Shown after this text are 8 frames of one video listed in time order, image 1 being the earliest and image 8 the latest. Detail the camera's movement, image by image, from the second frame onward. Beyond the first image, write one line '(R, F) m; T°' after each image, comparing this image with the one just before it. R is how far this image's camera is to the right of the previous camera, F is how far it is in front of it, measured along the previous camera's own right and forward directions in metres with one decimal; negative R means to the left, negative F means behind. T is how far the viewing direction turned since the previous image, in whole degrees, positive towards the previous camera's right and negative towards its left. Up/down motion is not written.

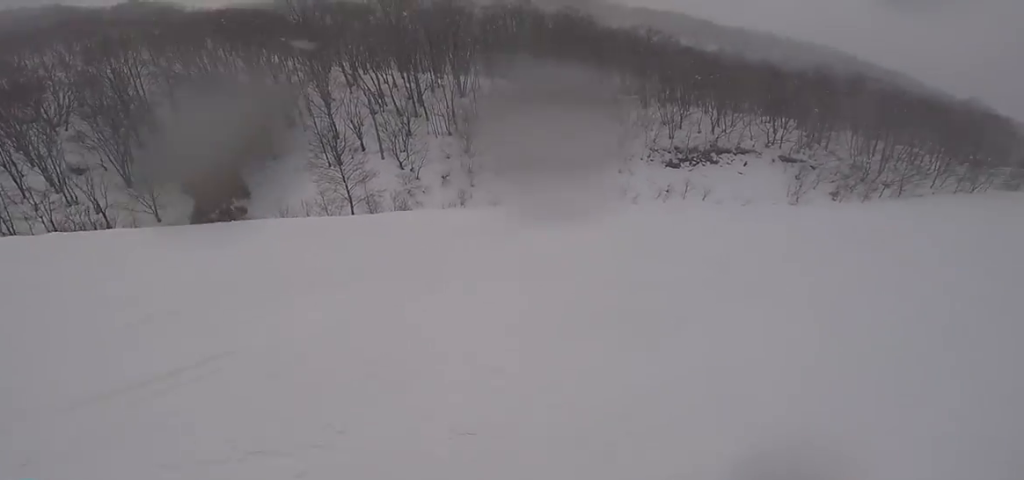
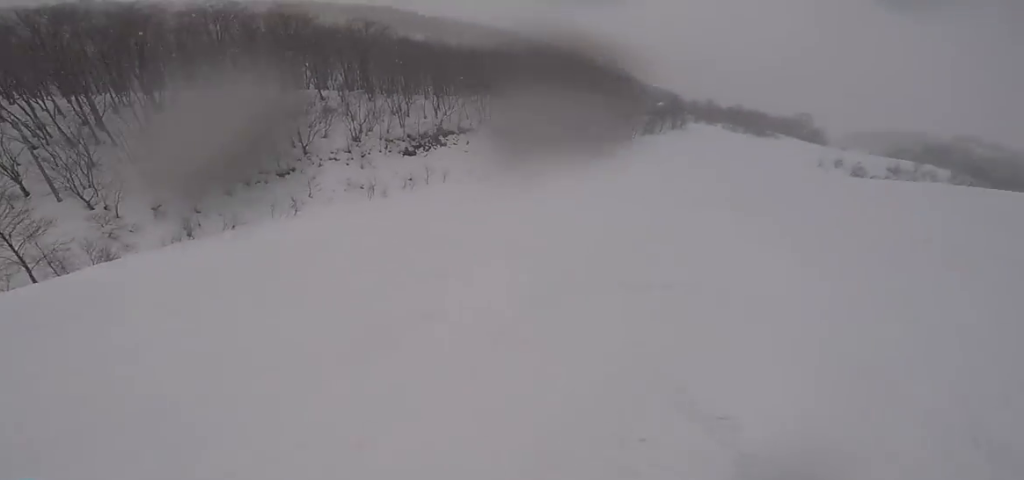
(+0.4, +3.2) m; +16°
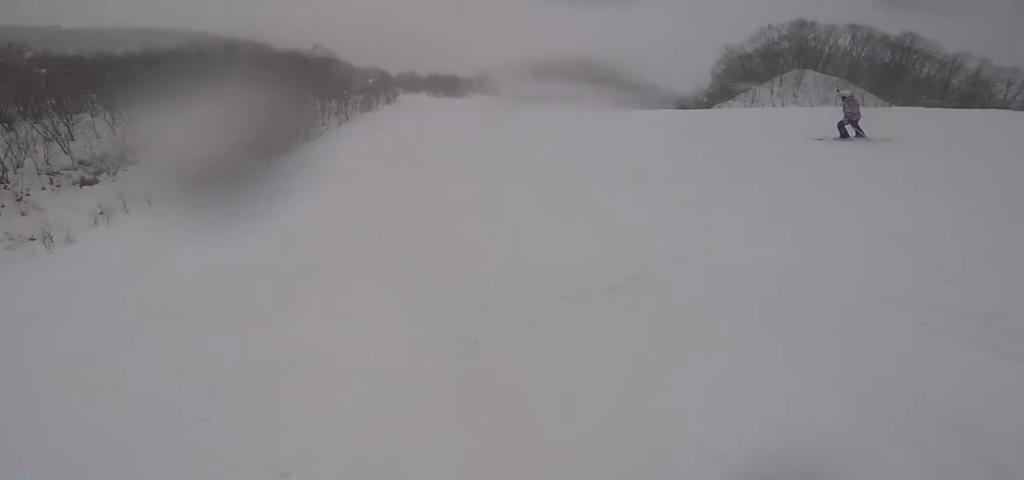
(+0.2, +2.6) m; +22°
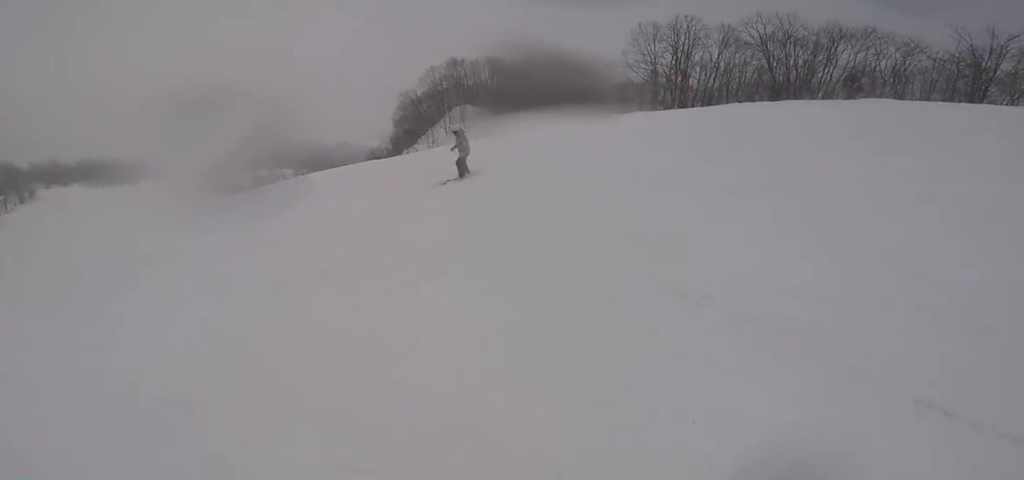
(+1.3, +3.1) m; +50°
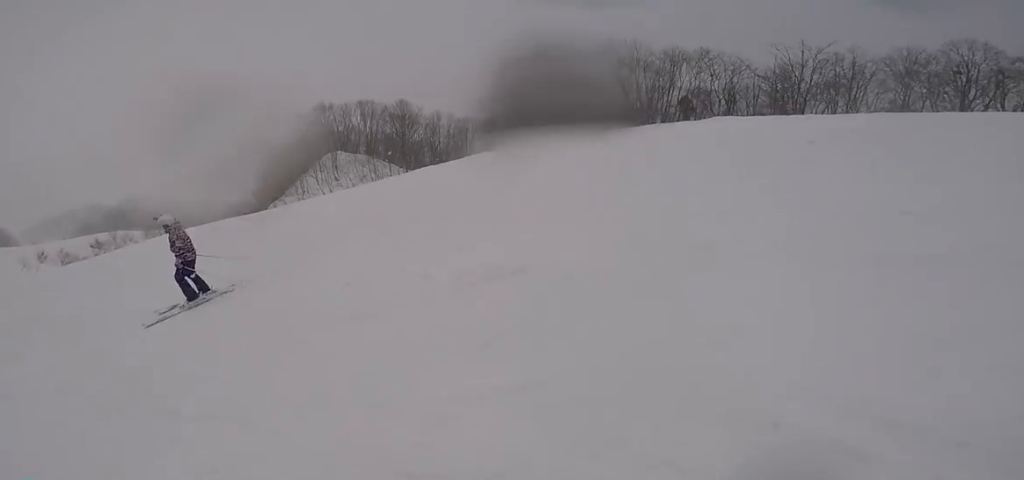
(+1.2, +2.8) m; +13°
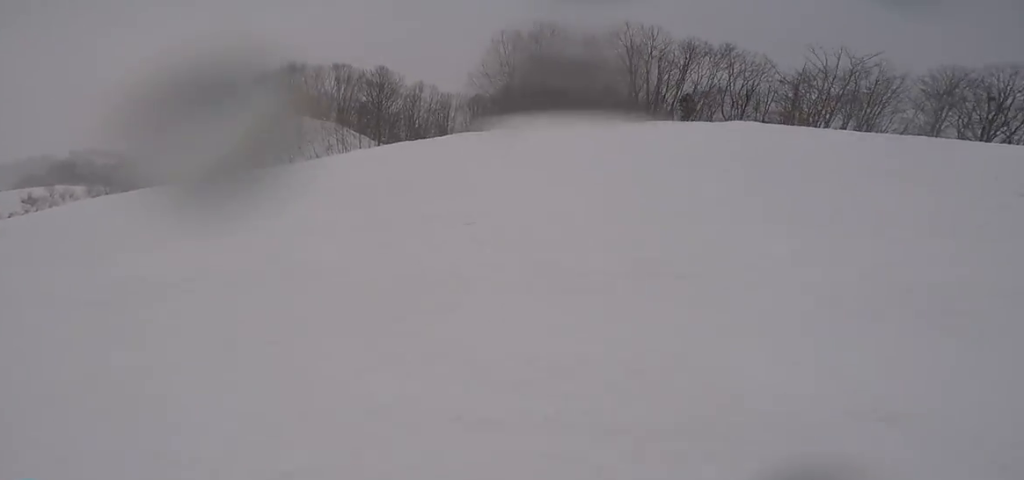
(-0.1, +4.8) m; -4°
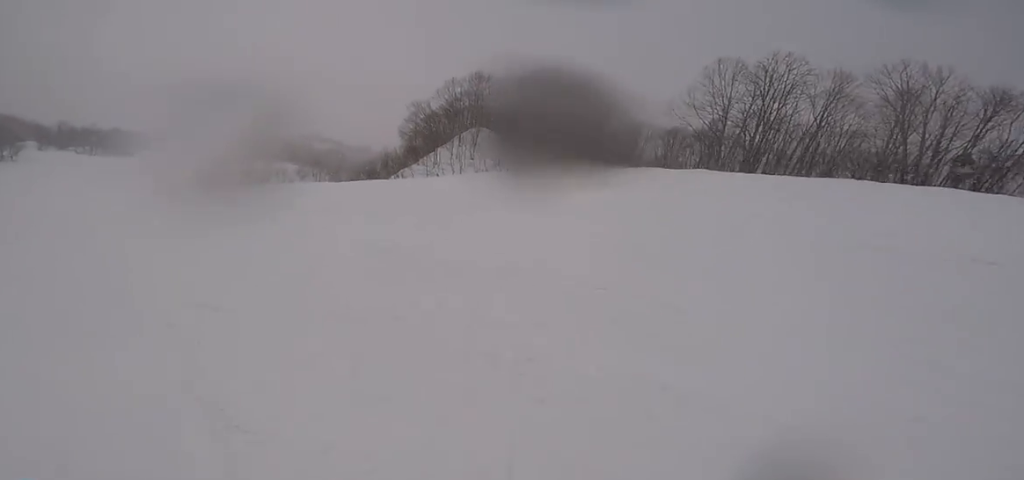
(-0.2, +4.7) m; -6°
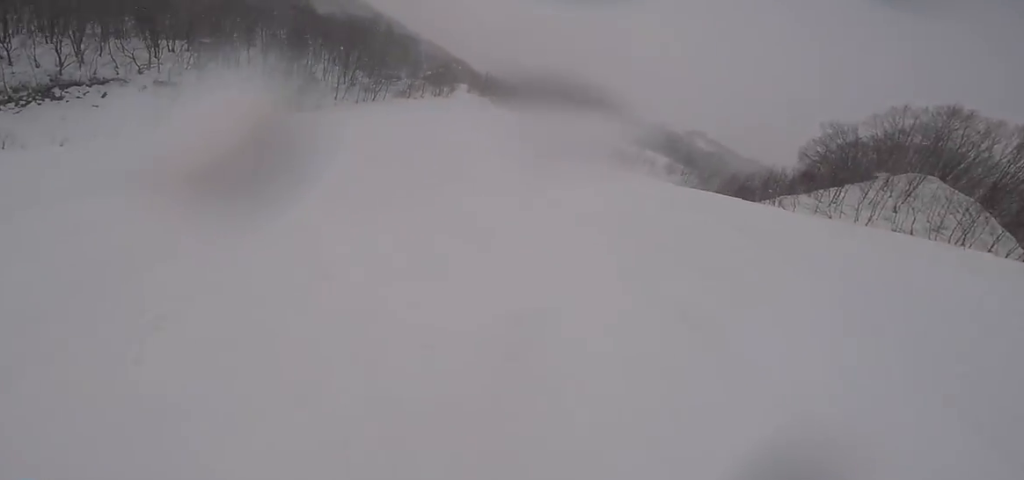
(-0.2, +4.1) m; -26°
